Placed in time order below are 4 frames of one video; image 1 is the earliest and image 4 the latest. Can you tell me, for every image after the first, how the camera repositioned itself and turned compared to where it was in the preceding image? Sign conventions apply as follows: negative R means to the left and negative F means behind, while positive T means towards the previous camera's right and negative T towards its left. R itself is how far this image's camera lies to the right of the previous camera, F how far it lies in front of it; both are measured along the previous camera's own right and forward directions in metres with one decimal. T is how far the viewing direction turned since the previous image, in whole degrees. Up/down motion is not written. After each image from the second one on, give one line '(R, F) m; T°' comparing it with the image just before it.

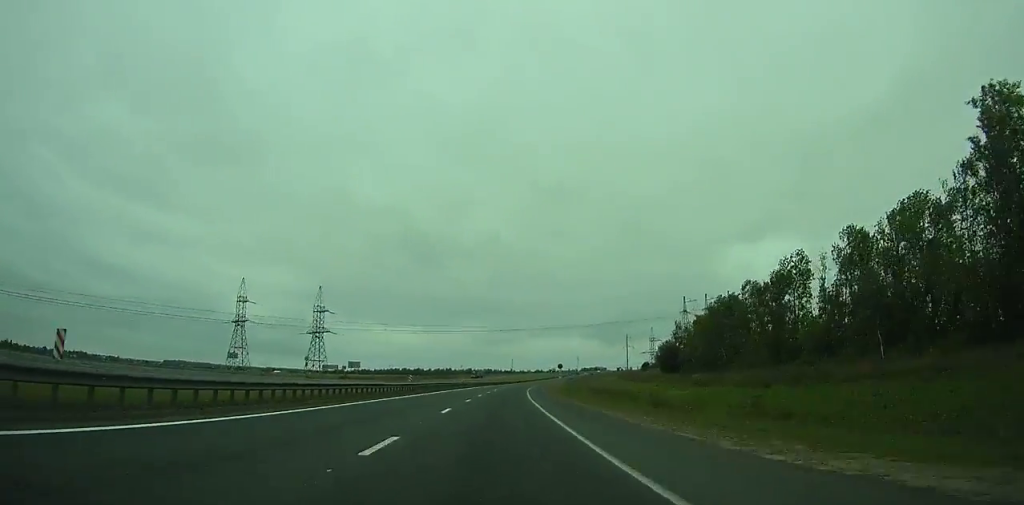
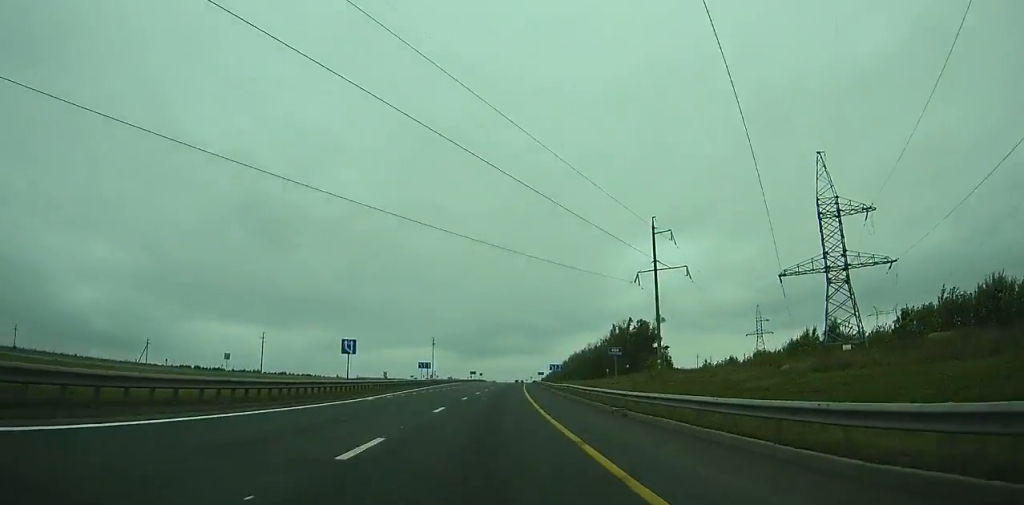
(+36.6, +284.2) m; +15°
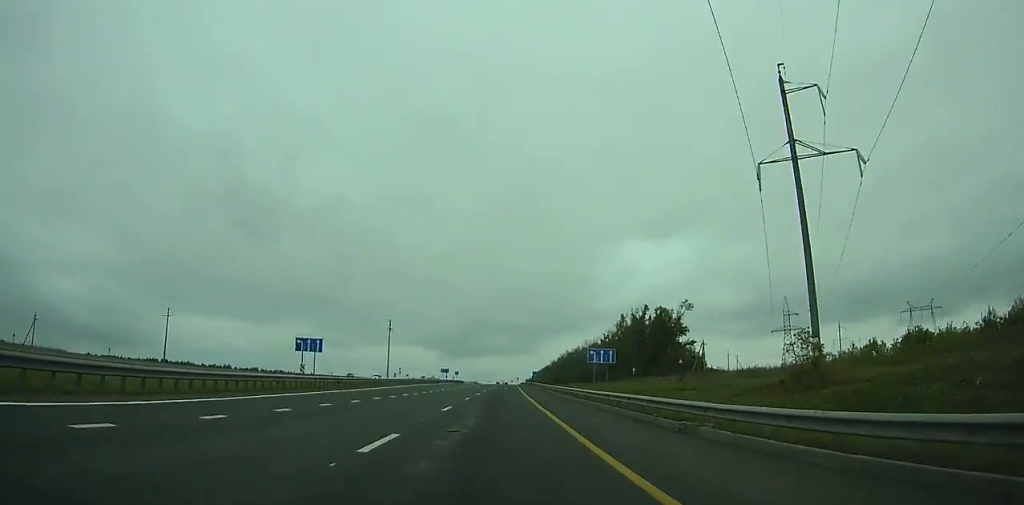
(+1.4, +46.8) m; +2°
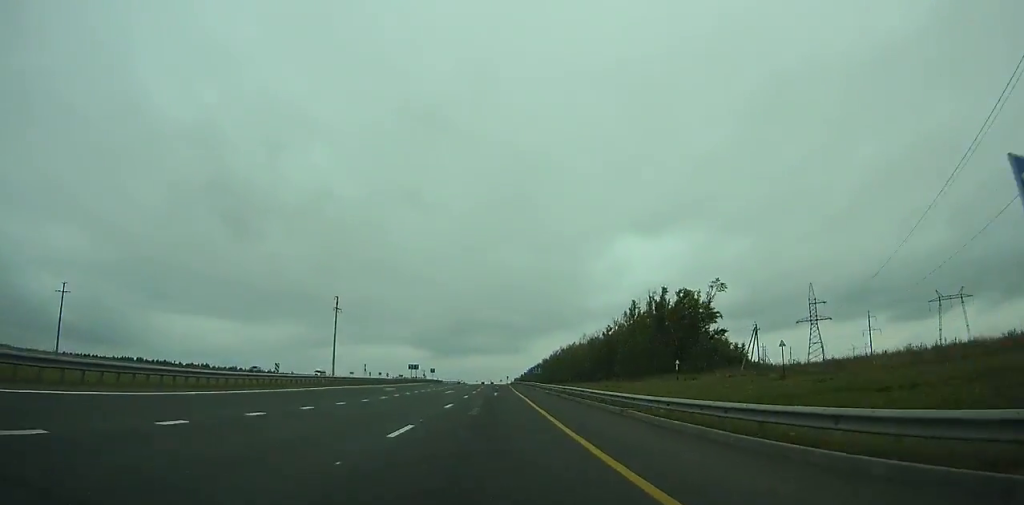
(+0.2, +33.8) m; +1°
